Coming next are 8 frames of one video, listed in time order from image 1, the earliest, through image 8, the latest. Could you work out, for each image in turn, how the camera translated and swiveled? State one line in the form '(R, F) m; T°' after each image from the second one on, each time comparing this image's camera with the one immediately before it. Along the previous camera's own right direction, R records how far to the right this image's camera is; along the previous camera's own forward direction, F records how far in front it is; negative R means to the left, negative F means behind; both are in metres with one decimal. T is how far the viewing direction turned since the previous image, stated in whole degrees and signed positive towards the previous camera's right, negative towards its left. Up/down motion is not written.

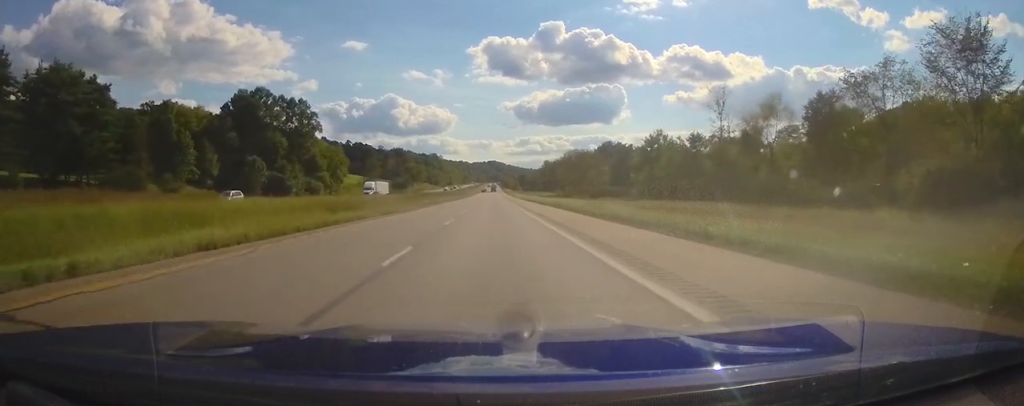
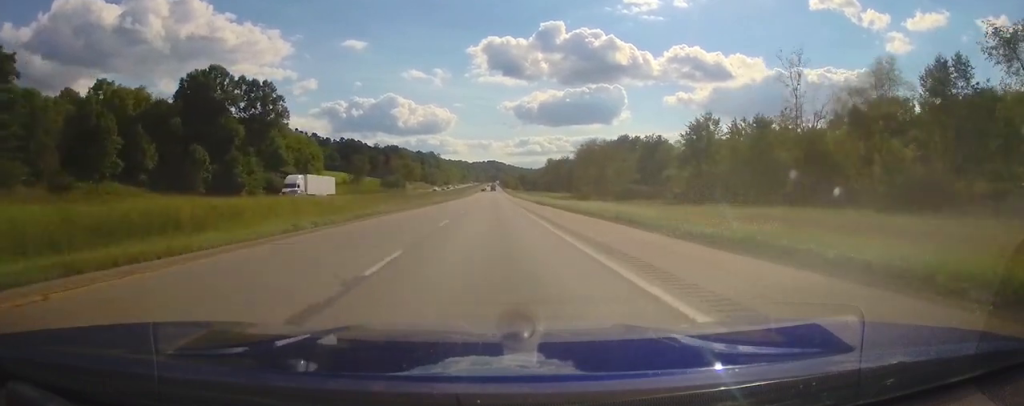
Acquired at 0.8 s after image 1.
(+0.3, +25.6) m; 0°
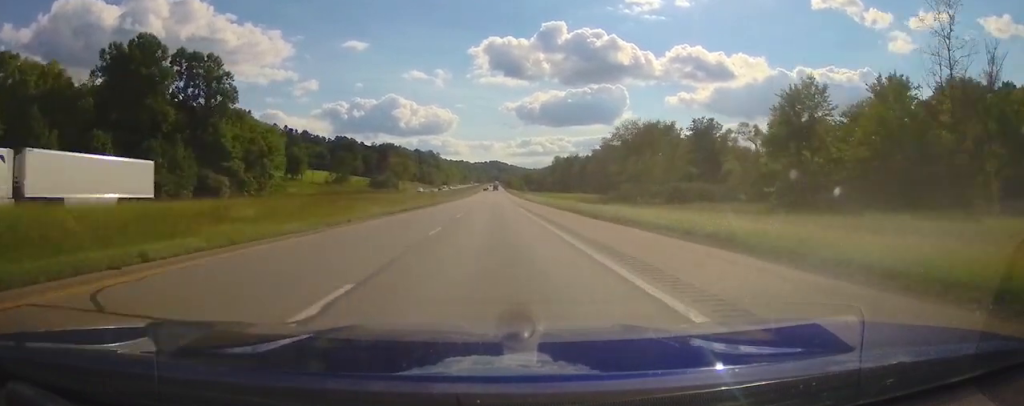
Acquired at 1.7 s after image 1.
(-0.3, +28.8) m; -1°
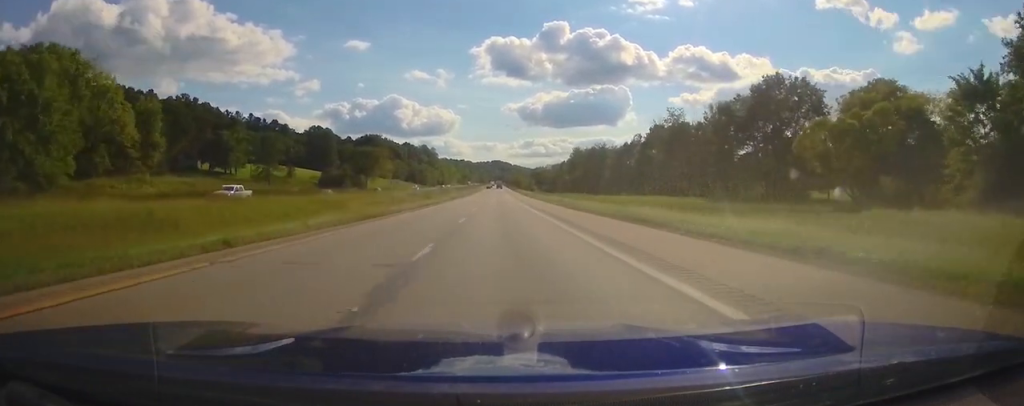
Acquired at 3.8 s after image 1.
(-0.1, +67.5) m; 0°
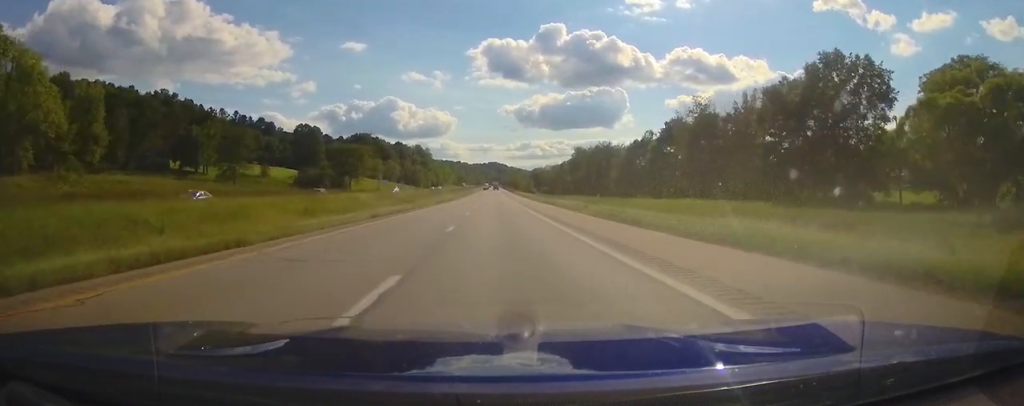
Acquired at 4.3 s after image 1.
(0.0, +17.3) m; 0°
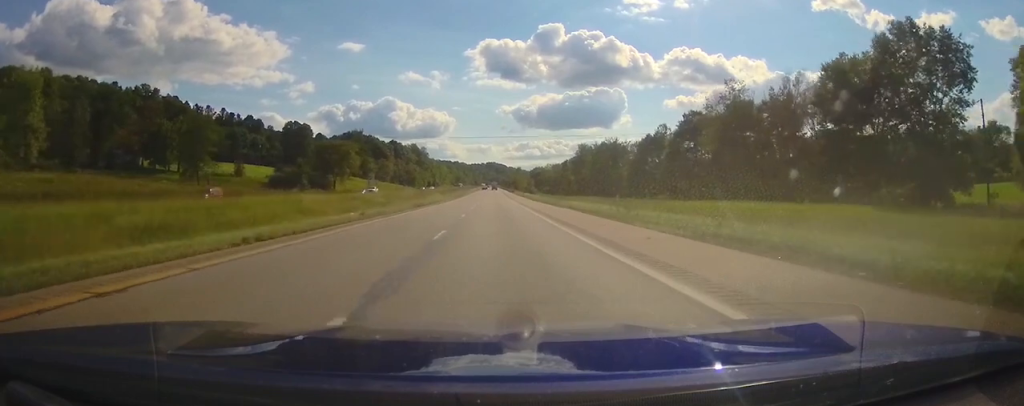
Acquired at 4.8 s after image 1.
(0.0, +15.1) m; 0°
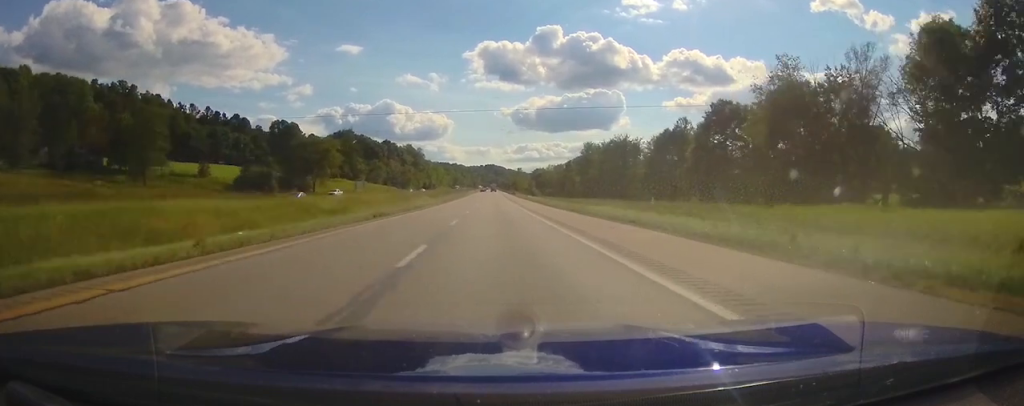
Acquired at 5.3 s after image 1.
(0.0, +17.4) m; 0°
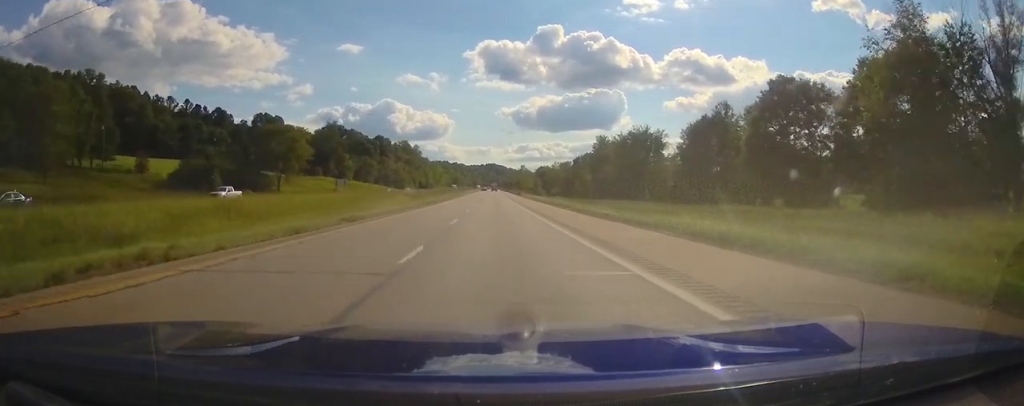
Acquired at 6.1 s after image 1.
(0.0, +24.0) m; 0°
